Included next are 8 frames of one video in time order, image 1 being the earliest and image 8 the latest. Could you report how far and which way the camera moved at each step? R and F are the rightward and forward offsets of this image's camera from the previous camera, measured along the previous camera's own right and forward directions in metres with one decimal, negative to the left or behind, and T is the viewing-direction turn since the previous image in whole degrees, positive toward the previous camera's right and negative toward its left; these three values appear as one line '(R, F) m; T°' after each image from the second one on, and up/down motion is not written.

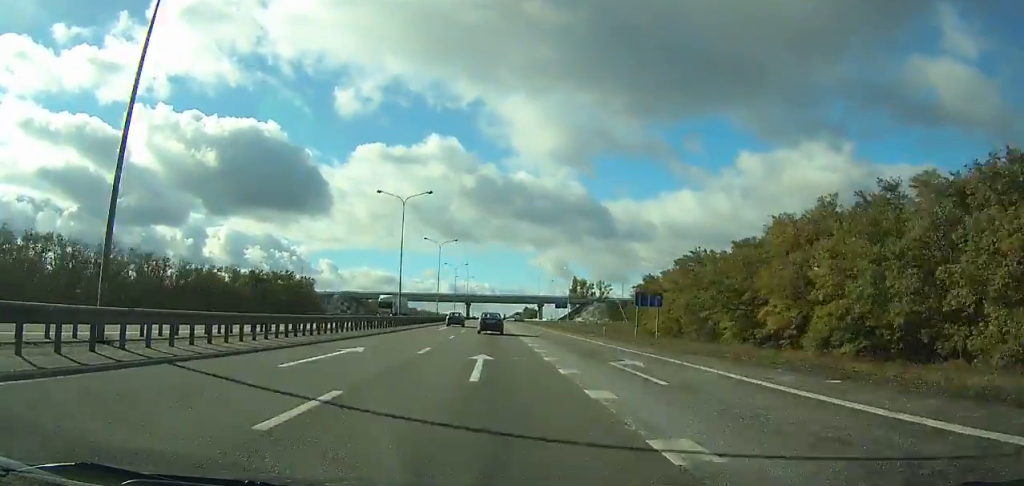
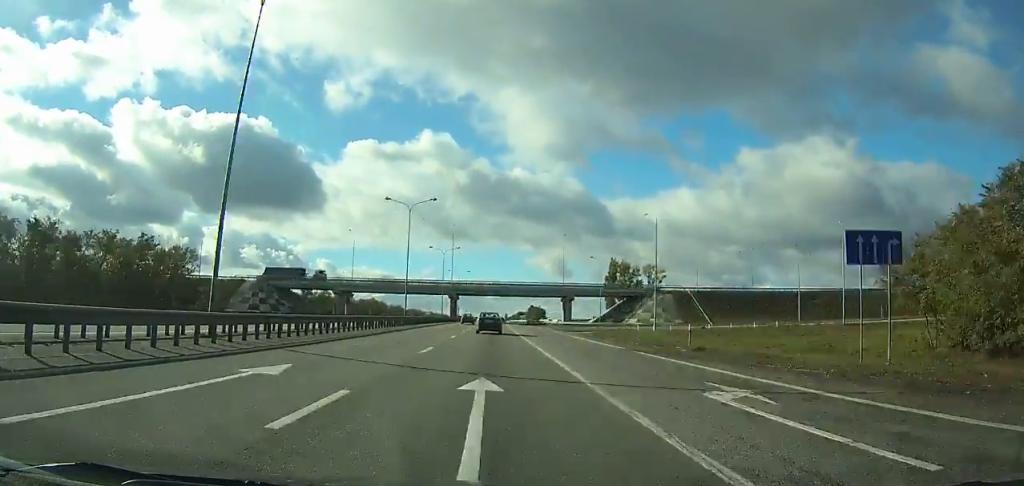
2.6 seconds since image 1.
(-0.2, +70.5) m; 0°
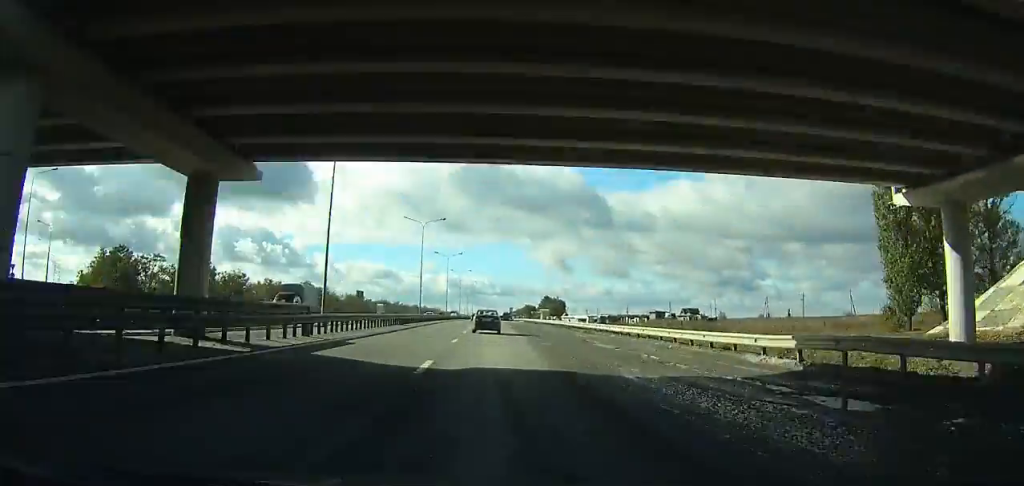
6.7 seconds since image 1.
(+0.2, +111.3) m; 0°
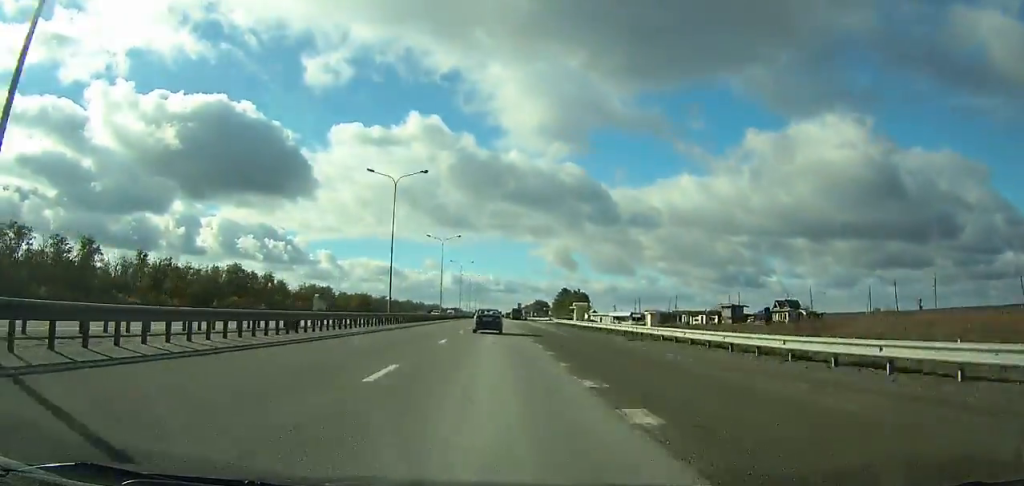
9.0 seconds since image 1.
(-0.1, +61.8) m; 0°
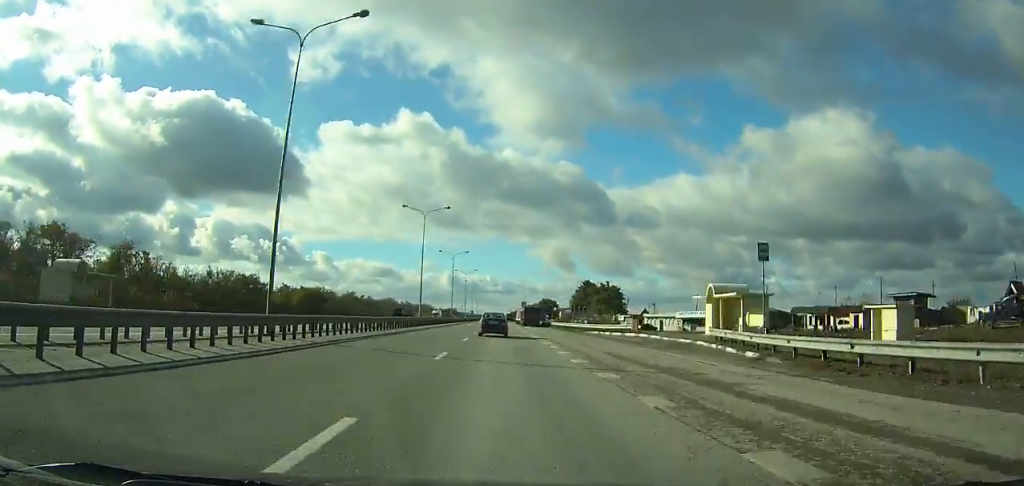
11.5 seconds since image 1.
(-0.1, +66.9) m; 0°
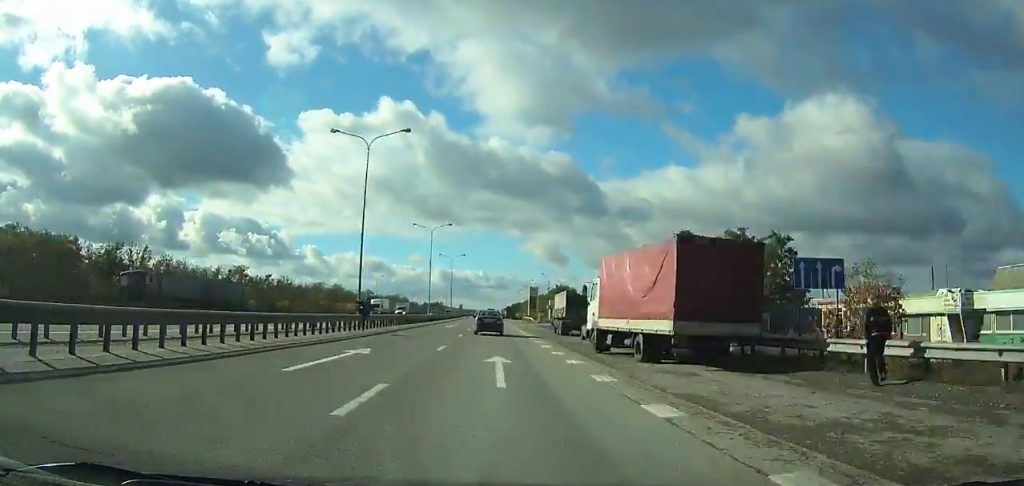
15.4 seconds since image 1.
(+0.3, +103.8) m; 0°
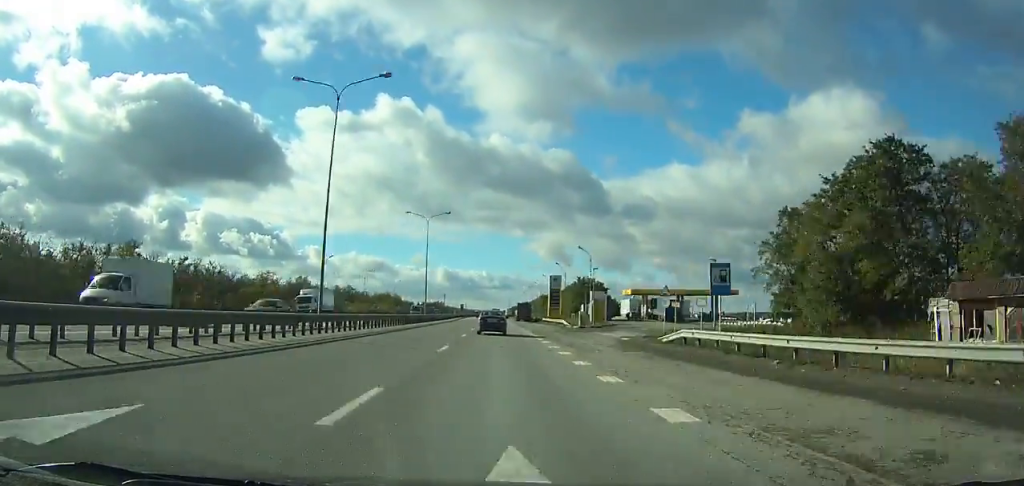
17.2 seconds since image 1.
(0.0, +47.7) m; 0°
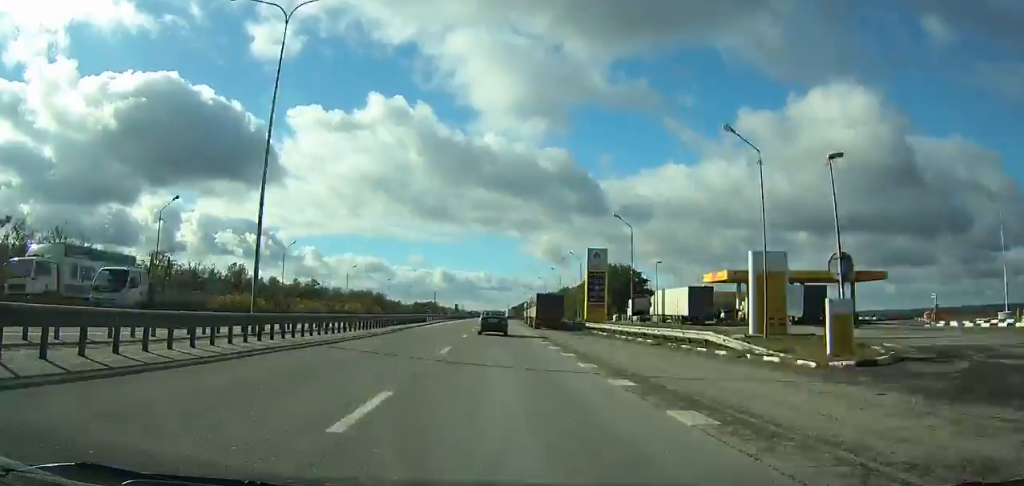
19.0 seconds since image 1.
(0.0, +47.6) m; 0°
